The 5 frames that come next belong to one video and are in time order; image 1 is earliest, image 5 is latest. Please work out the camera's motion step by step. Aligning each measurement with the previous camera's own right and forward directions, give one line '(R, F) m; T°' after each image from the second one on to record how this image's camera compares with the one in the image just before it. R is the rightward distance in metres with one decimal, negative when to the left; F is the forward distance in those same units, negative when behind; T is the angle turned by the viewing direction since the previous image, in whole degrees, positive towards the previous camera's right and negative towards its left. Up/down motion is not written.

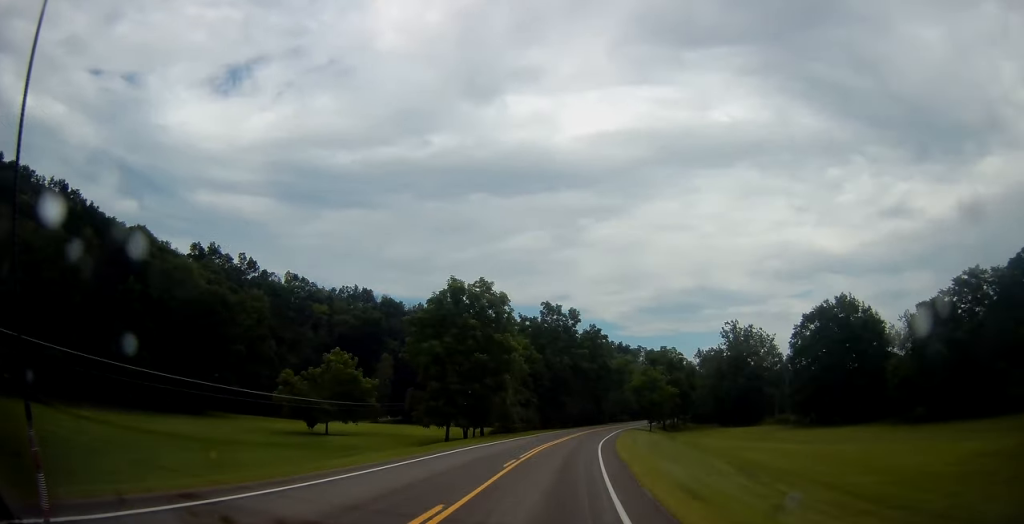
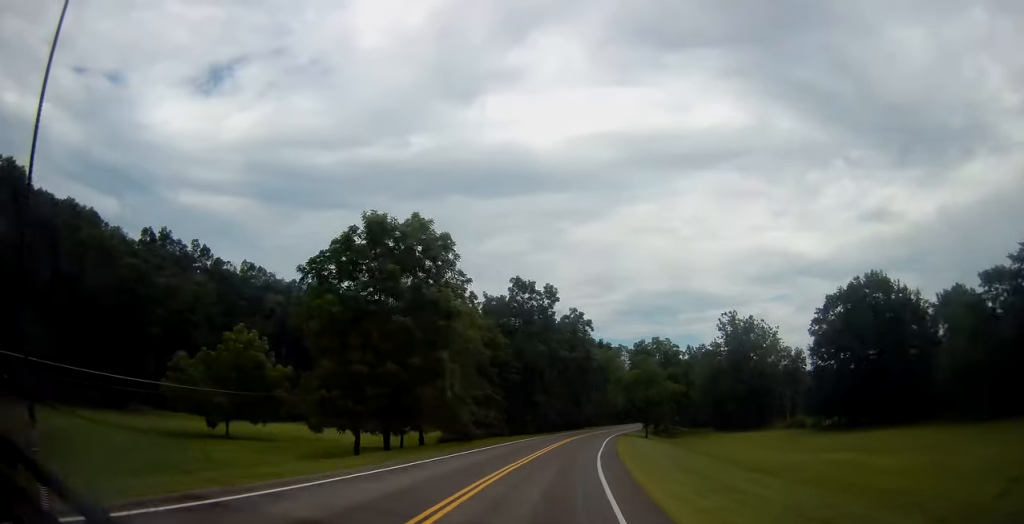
(+0.4, +18.6) m; +2°
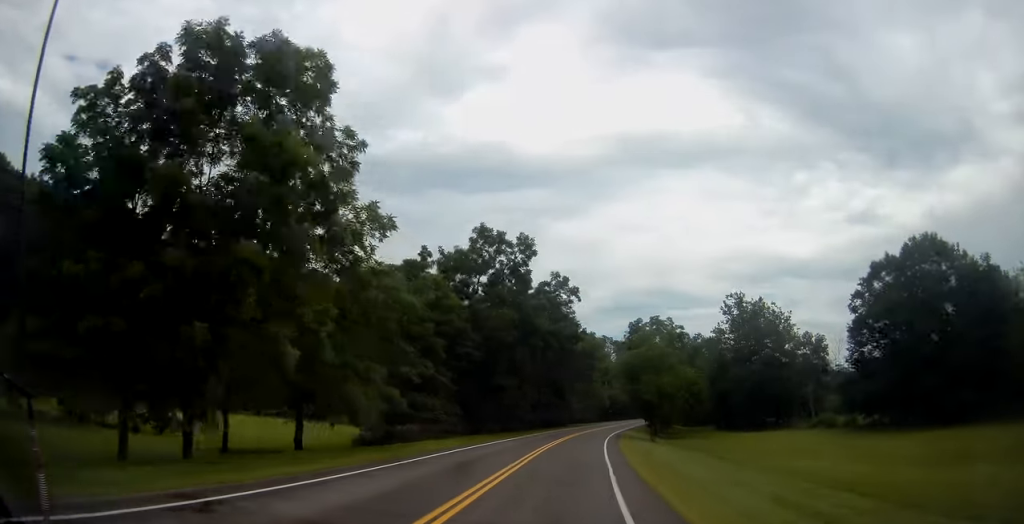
(0.0, +19.3) m; +2°
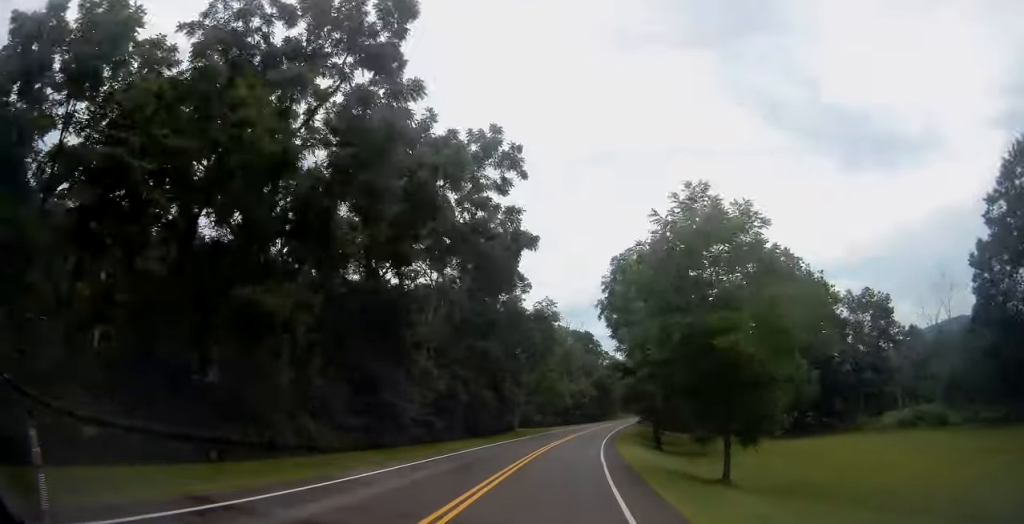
(+1.7, +35.8) m; +4°
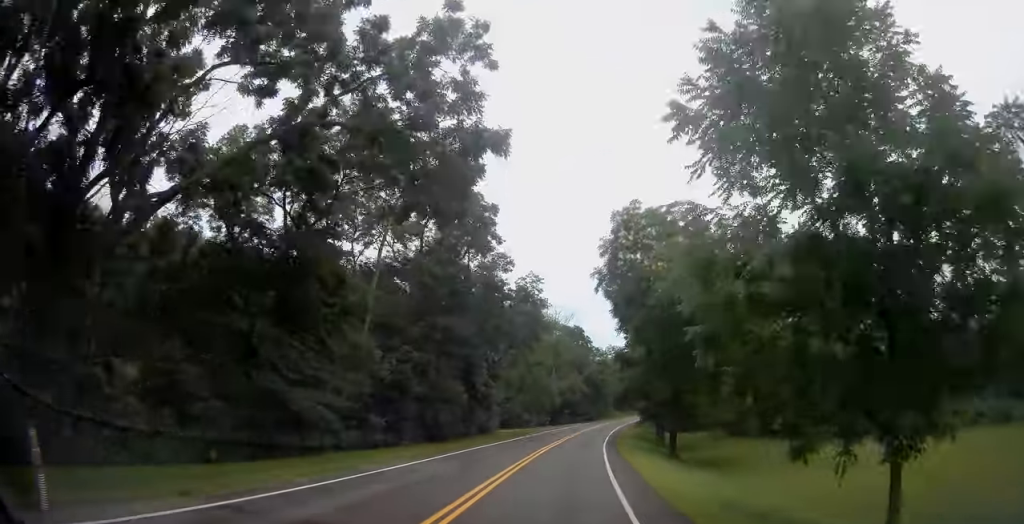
(+0.1, +11.2) m; +1°
